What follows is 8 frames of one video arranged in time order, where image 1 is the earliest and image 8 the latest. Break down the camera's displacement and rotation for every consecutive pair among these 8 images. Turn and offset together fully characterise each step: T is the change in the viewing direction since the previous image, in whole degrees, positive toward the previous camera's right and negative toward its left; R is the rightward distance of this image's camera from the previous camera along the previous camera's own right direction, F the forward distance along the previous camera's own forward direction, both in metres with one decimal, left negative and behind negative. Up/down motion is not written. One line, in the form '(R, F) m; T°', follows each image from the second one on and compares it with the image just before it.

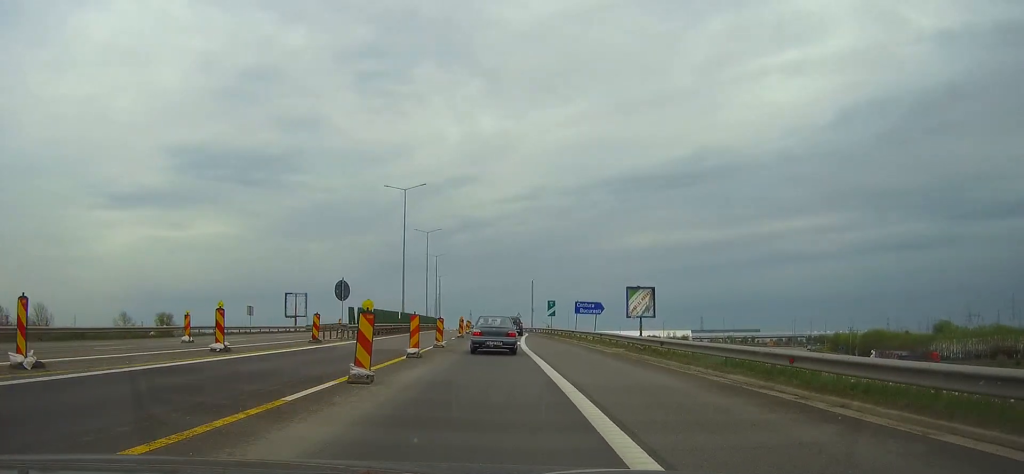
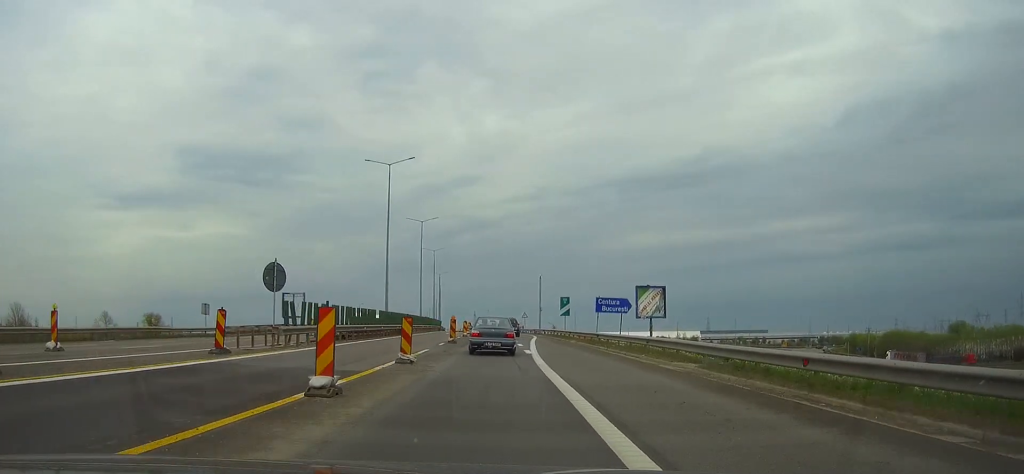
(0.0, +11.1) m; 0°
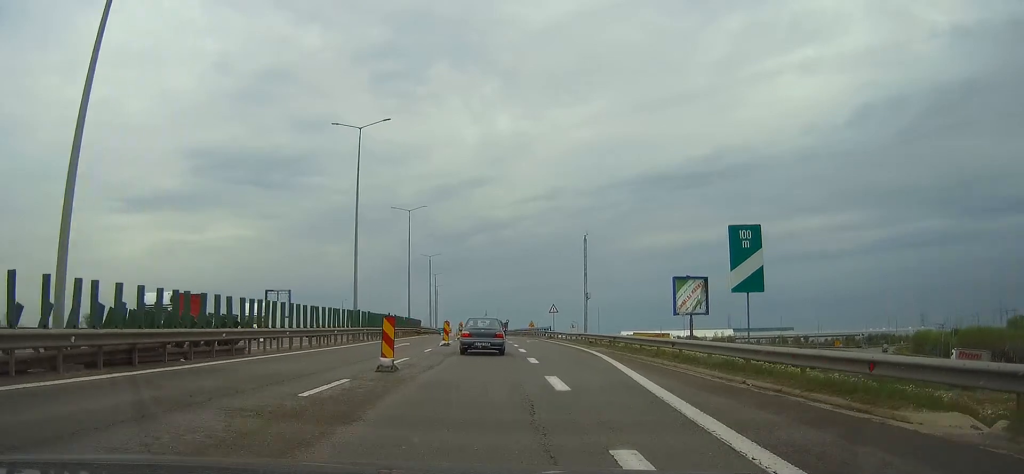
(-0.6, +41.6) m; -1°
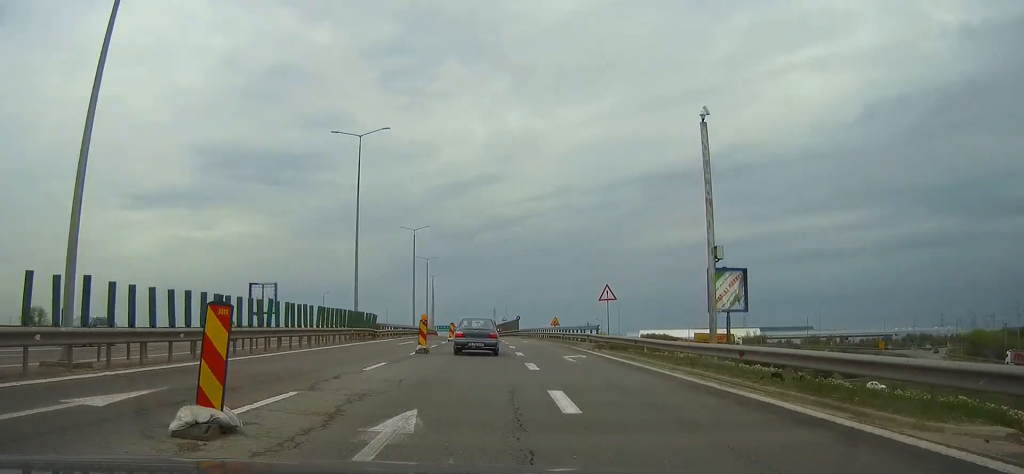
(0.0, +29.3) m; 0°
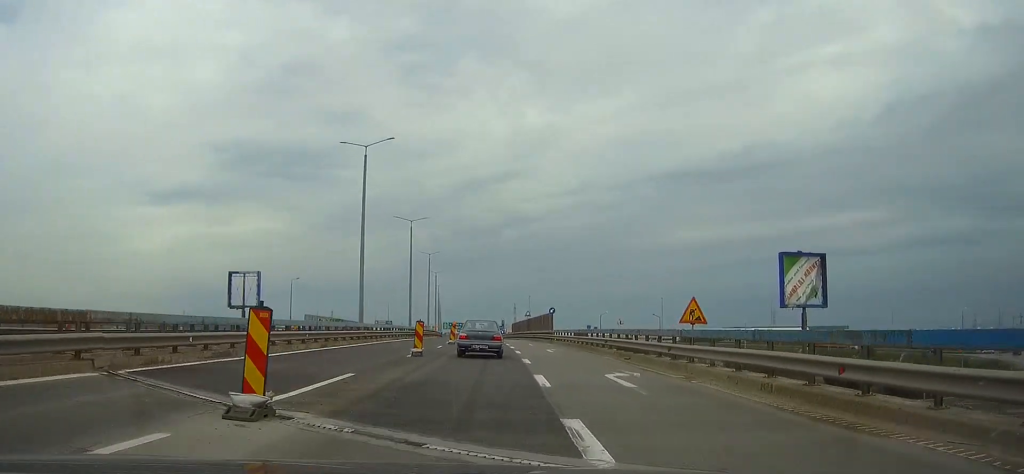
(-0.4, +39.2) m; -2°
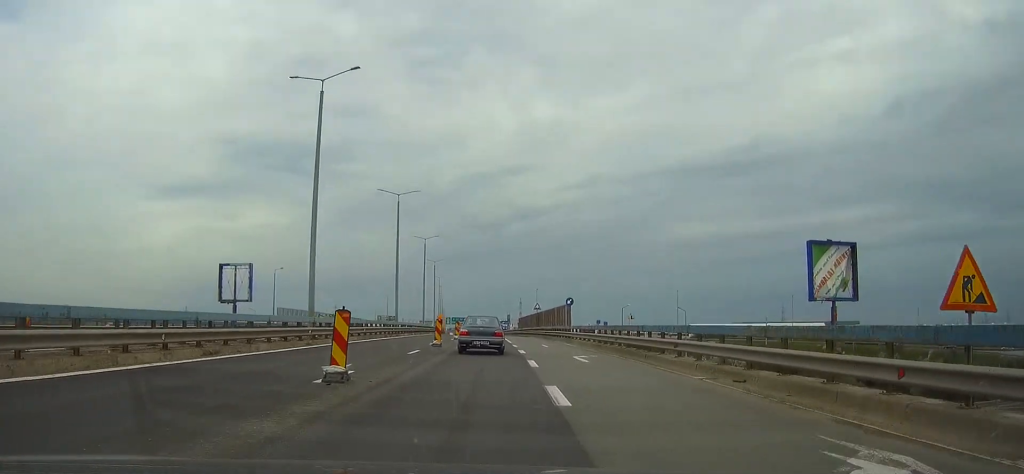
(-0.1, +12.6) m; -1°
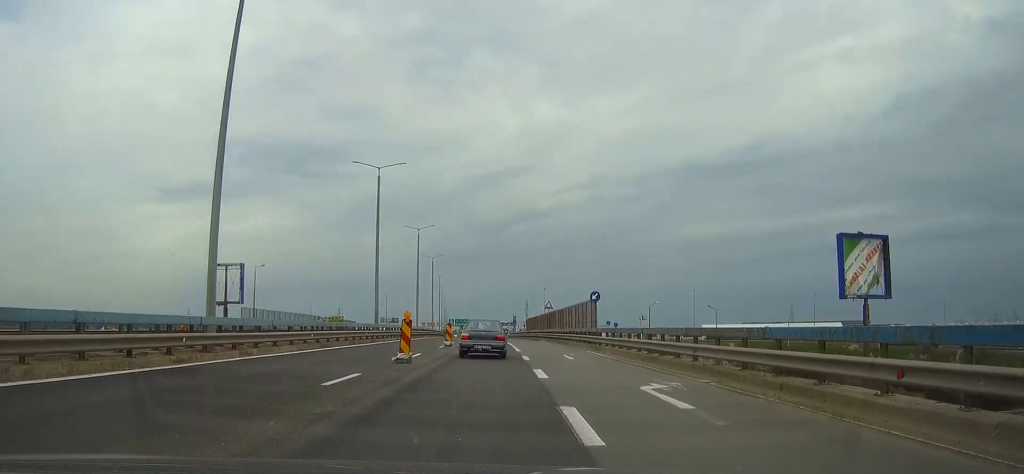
(-0.1, +11.9) m; 0°
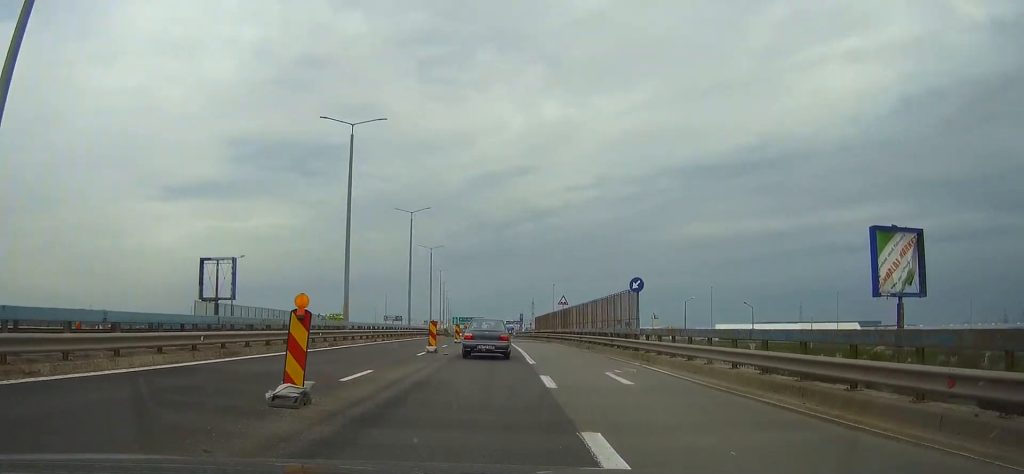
(0.0, +11.1) m; 0°
